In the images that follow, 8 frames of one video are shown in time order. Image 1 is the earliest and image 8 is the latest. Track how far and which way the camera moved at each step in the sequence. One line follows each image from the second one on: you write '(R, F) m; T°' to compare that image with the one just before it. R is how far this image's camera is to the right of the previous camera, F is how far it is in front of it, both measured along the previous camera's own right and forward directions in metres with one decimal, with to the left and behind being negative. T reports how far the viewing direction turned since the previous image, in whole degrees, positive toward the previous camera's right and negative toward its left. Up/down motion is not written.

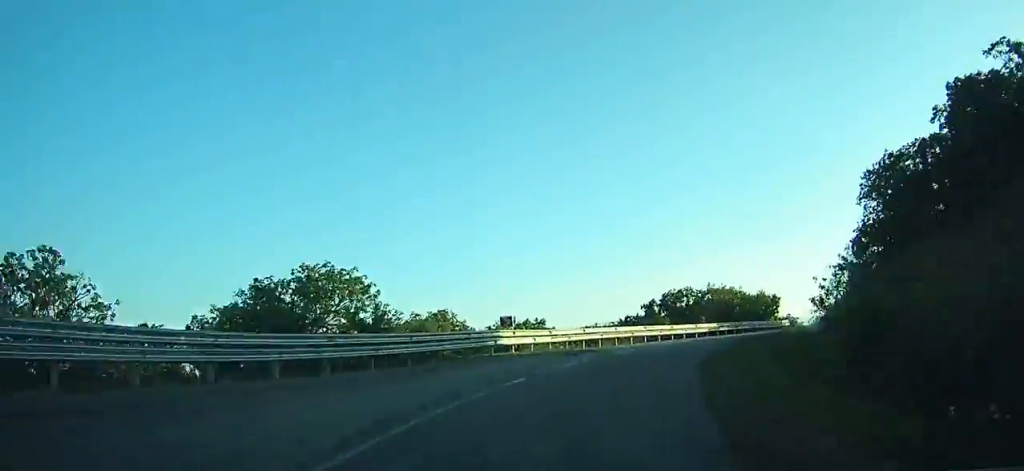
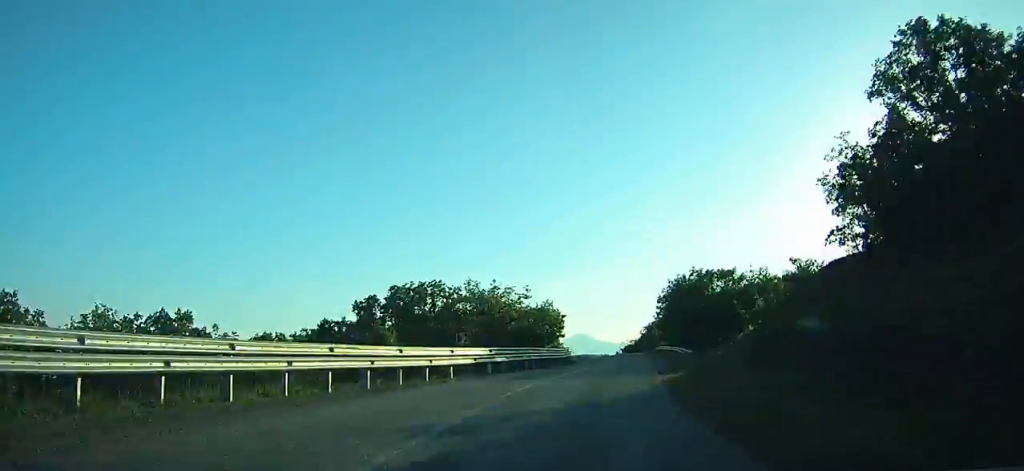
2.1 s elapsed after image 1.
(+2.3, +24.9) m; +18°
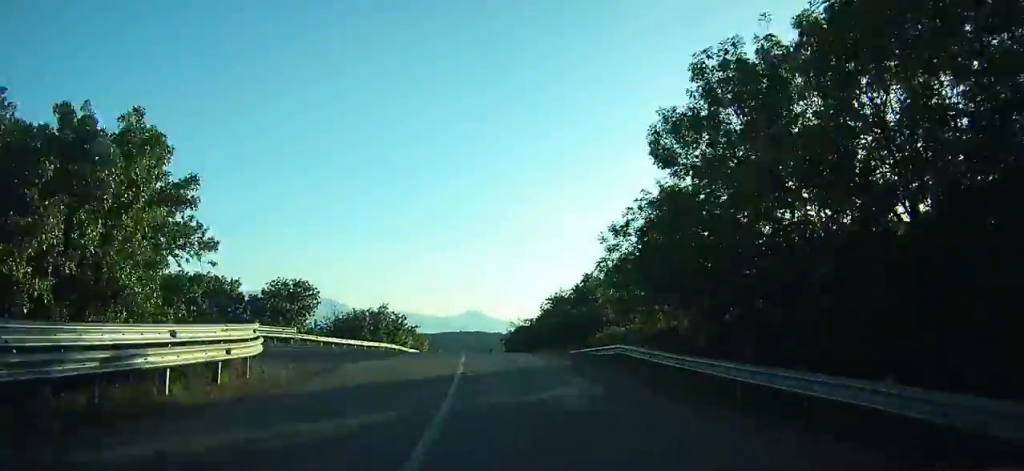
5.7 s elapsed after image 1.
(+10.5, +42.6) m; +12°
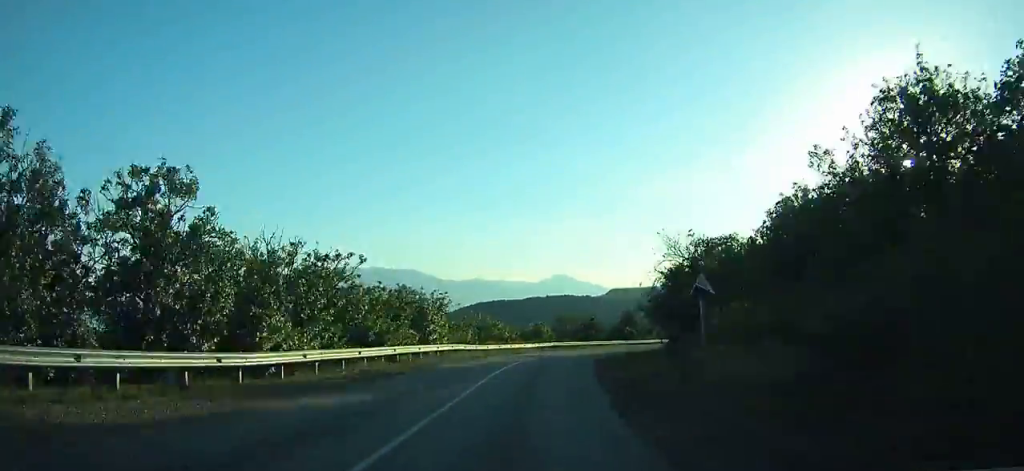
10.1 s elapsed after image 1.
(-3.0, +55.2) m; -1°
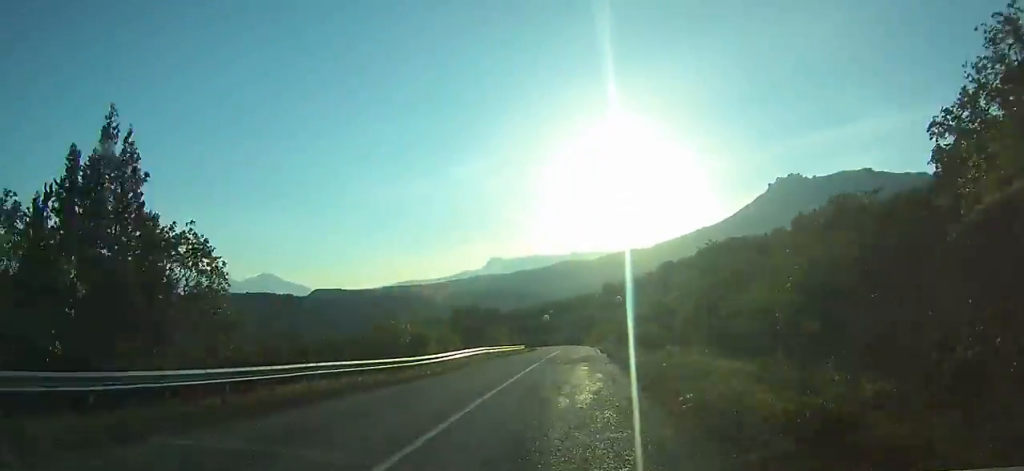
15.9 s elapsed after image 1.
(+14.2, +78.8) m; +20°
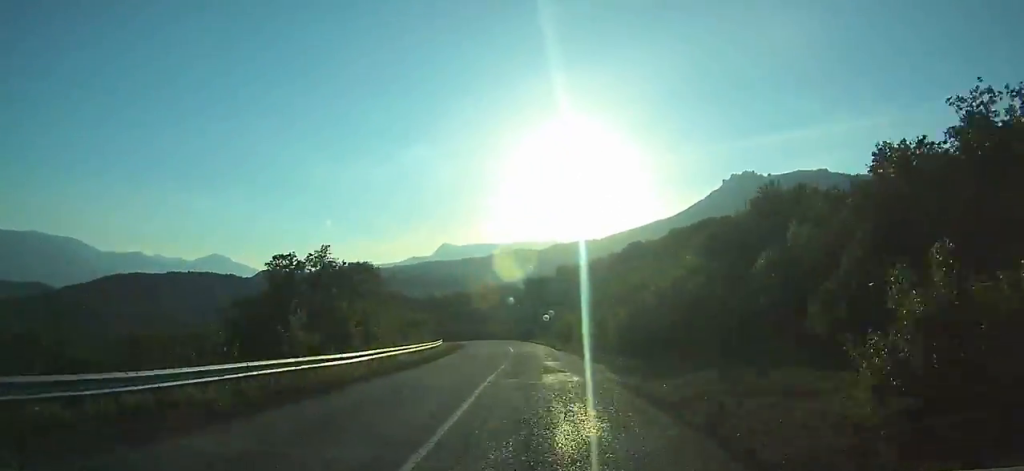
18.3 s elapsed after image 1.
(+2.3, +36.0) m; +3°
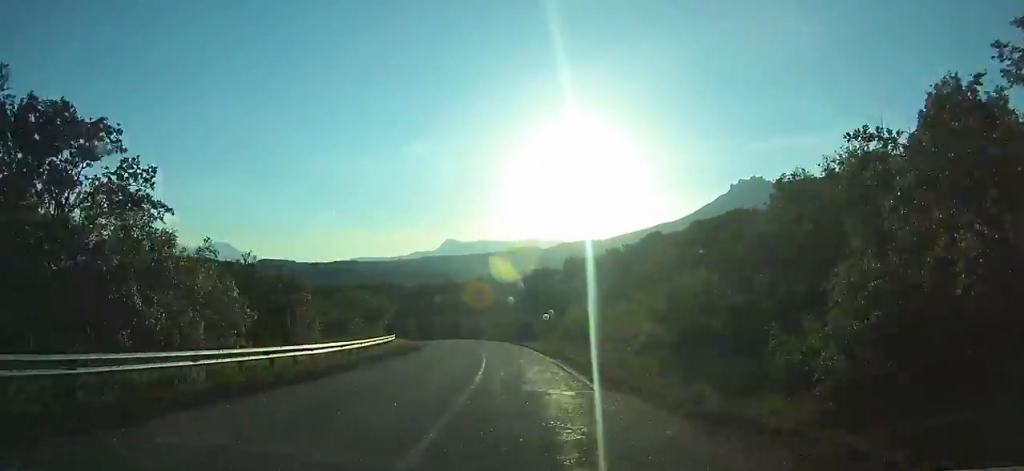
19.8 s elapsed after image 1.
(+1.0, +22.8) m; 0°
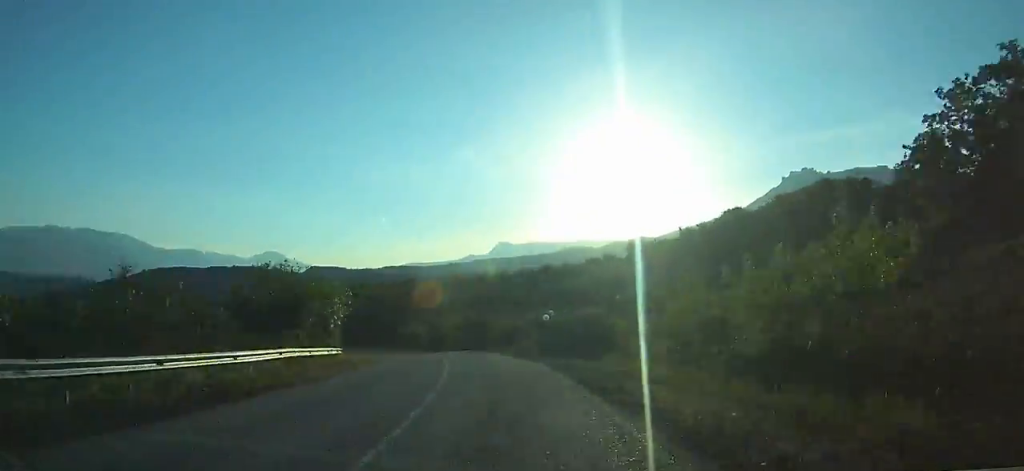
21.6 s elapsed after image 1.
(-1.1, +27.5) m; -8°
